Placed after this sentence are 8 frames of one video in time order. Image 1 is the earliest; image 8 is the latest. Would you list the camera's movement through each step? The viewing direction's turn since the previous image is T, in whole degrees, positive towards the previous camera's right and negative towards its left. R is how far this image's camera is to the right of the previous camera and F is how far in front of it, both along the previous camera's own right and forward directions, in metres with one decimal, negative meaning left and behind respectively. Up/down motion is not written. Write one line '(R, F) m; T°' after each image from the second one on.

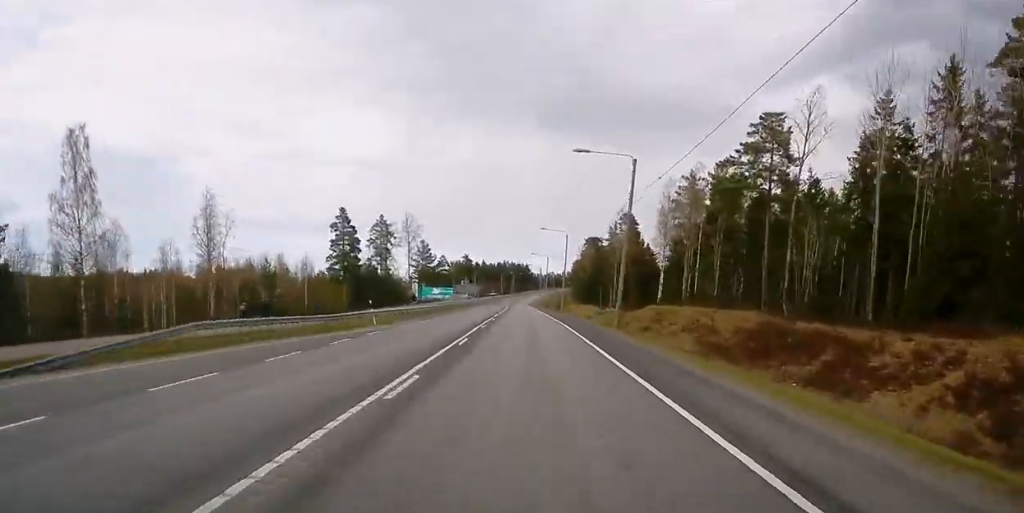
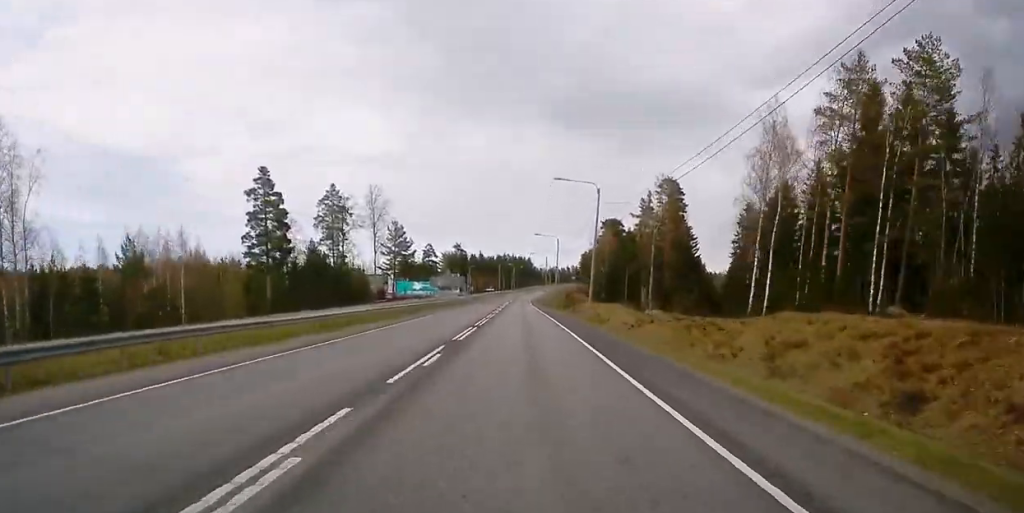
(-0.1, +47.4) m; +1°
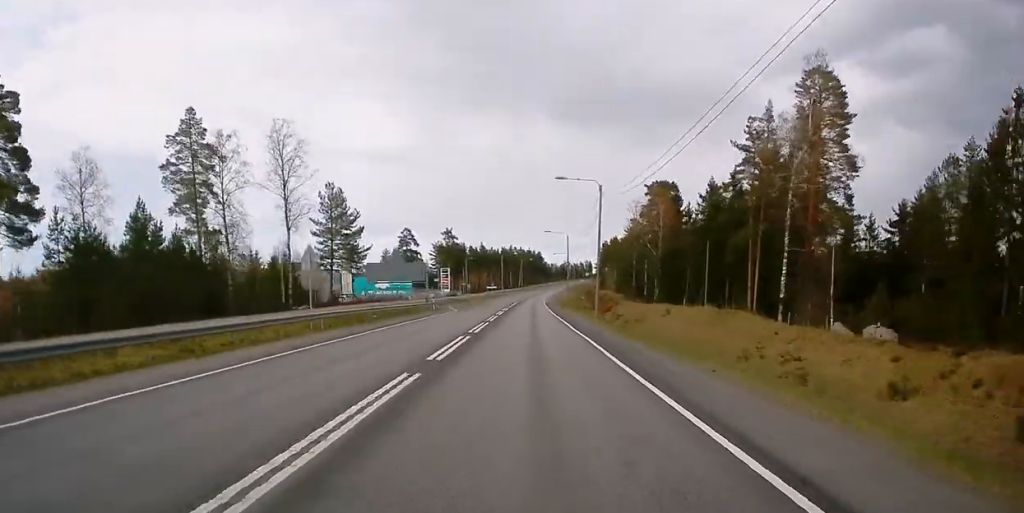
(+1.1, +57.1) m; -2°
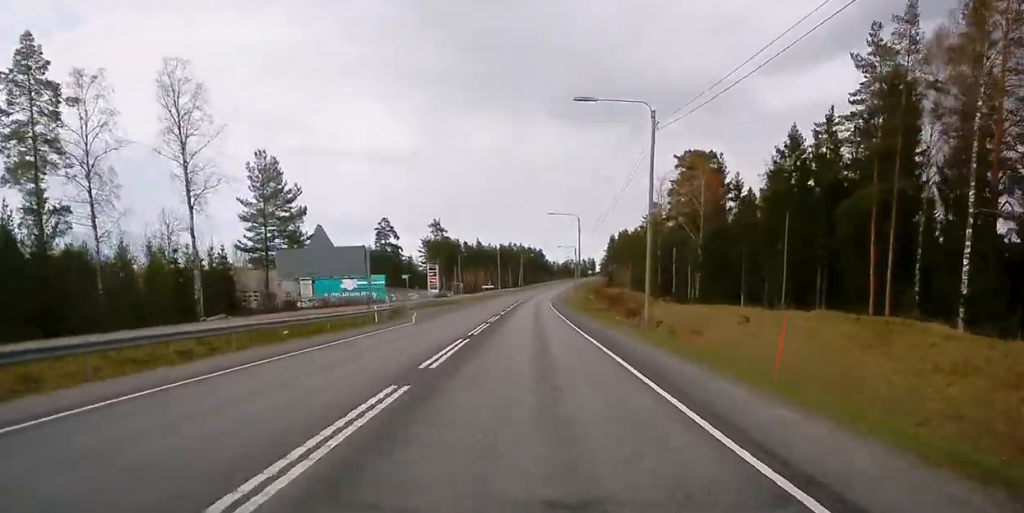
(-1.5, +25.0) m; -1°
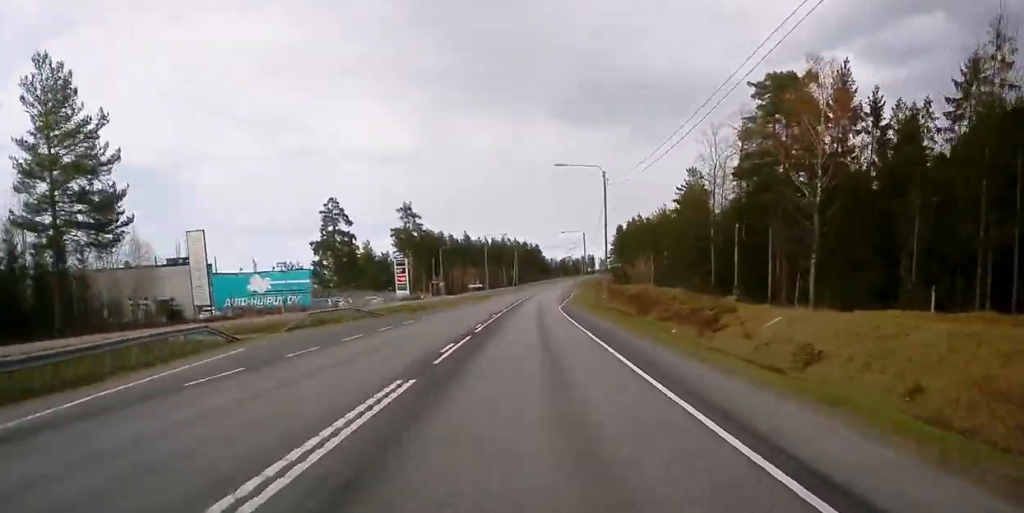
(-0.7, +34.4) m; 0°
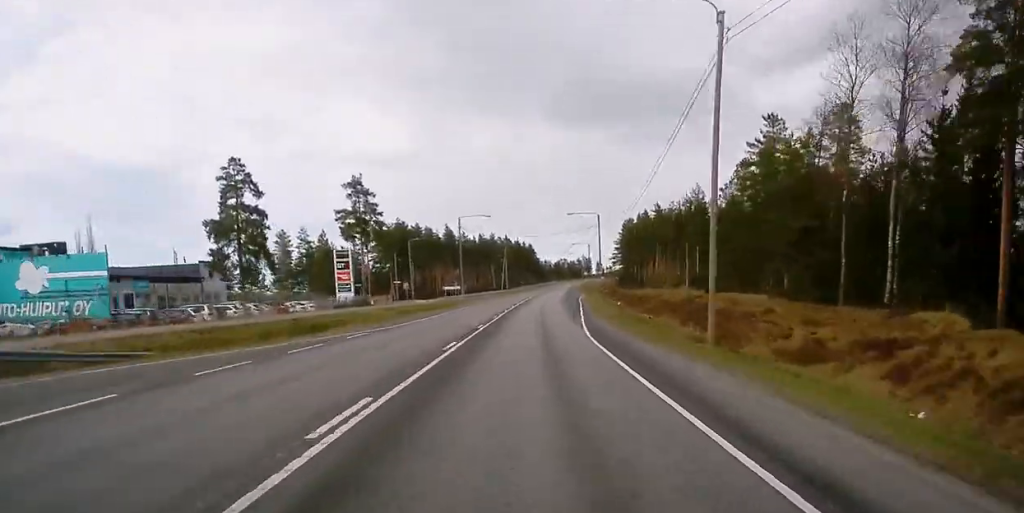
(+0.6, +34.5) m; +2°
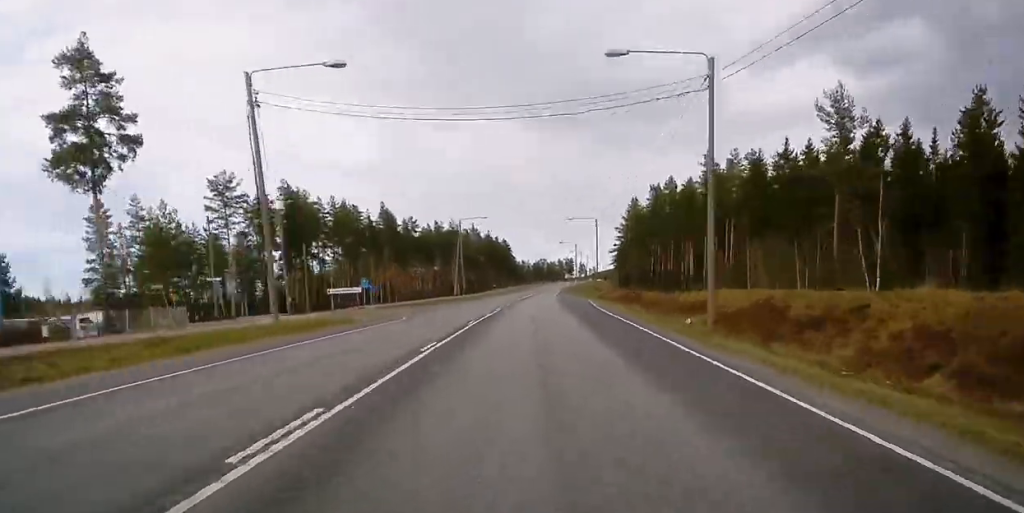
(+1.0, +61.3) m; +1°
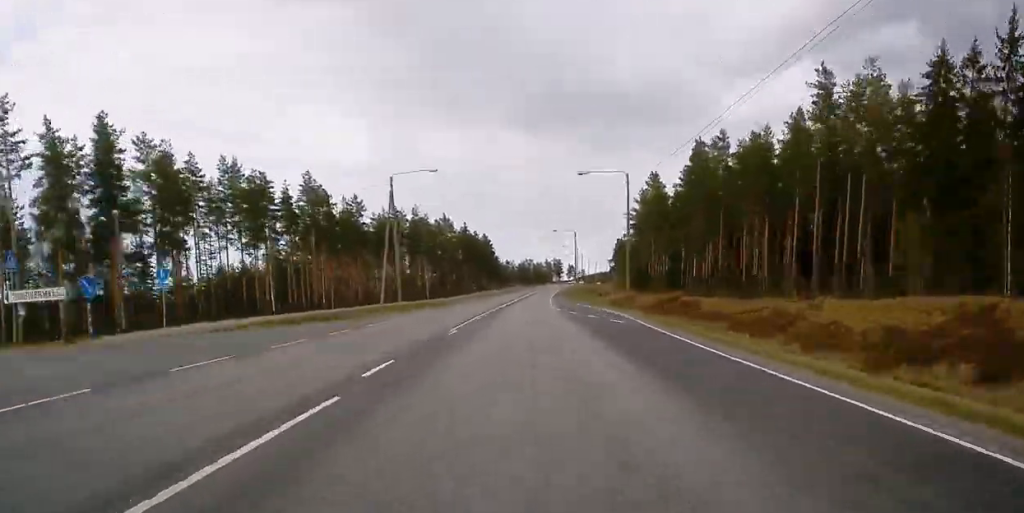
(+0.2, +40.7) m; +1°
